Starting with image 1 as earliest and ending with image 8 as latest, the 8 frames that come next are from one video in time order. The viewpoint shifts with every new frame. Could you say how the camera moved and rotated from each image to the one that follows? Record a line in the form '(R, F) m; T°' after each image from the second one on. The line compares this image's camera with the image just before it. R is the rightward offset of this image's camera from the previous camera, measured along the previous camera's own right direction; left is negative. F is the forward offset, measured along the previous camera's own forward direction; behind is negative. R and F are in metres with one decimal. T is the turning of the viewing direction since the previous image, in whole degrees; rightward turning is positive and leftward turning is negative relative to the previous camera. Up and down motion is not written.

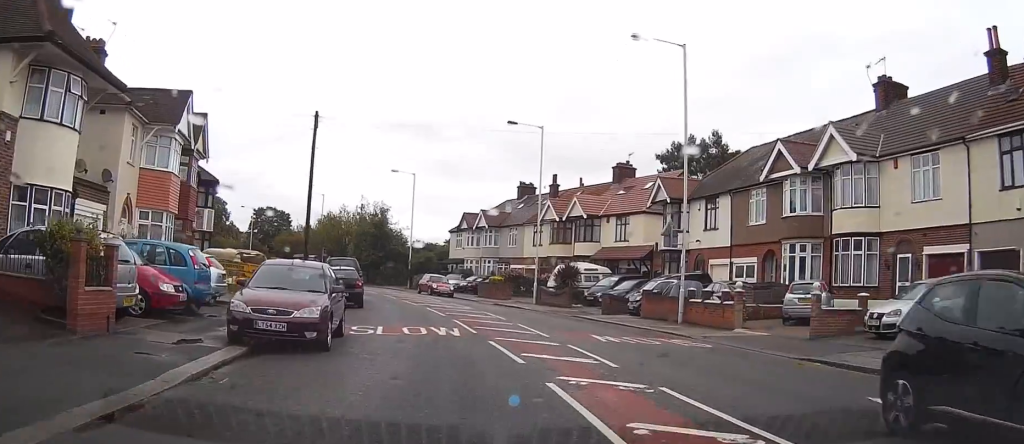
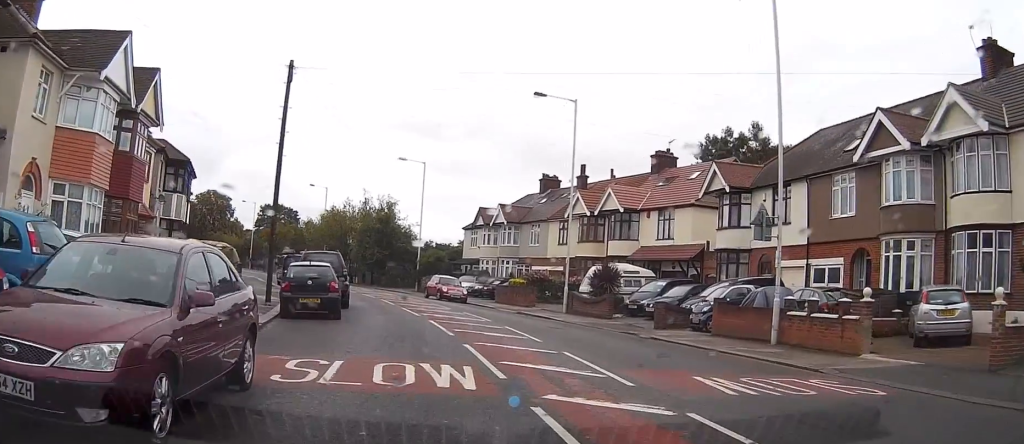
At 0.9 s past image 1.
(0.0, +8.0) m; 0°
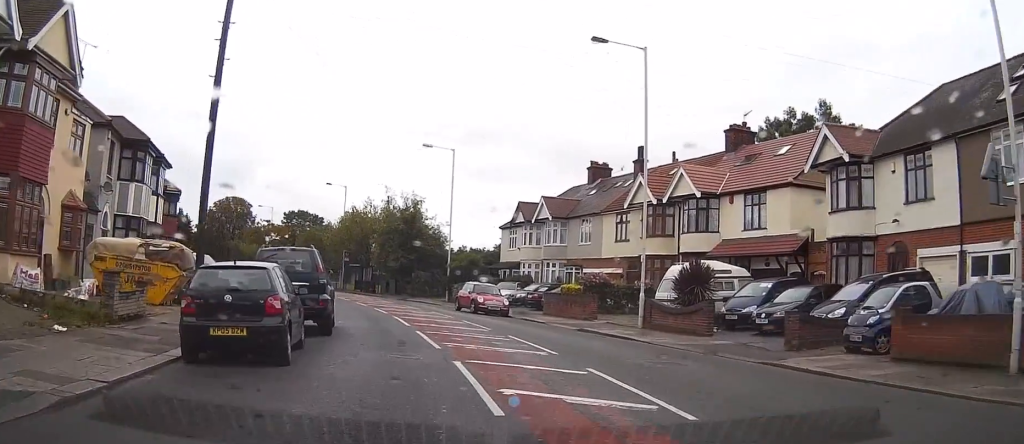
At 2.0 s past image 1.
(0.0, +9.5) m; 0°
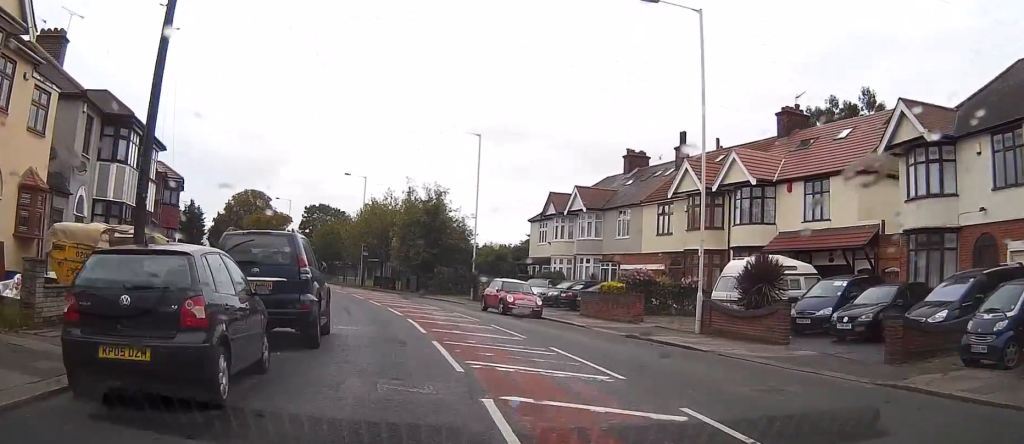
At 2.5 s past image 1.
(0.0, +4.2) m; 0°
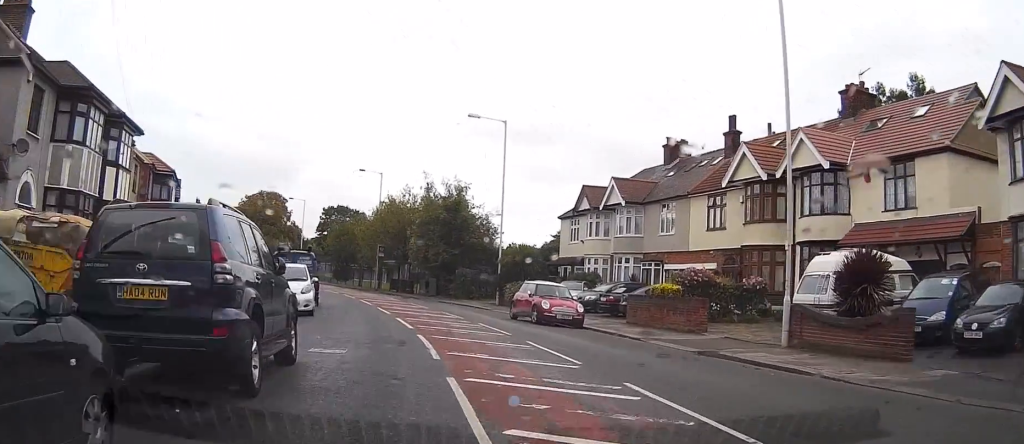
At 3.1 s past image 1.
(0.0, +5.4) m; 0°
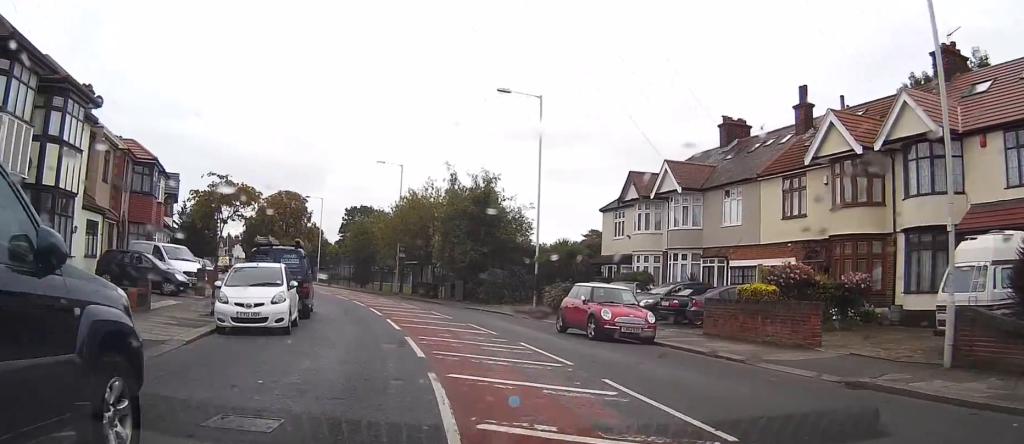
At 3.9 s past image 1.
(0.0, +4.9) m; 0°
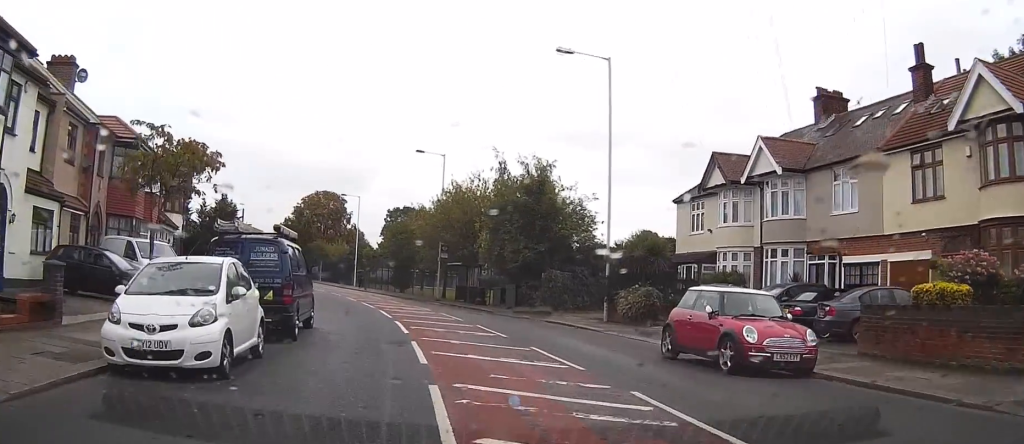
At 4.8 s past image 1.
(0.0, +5.4) m; 0°
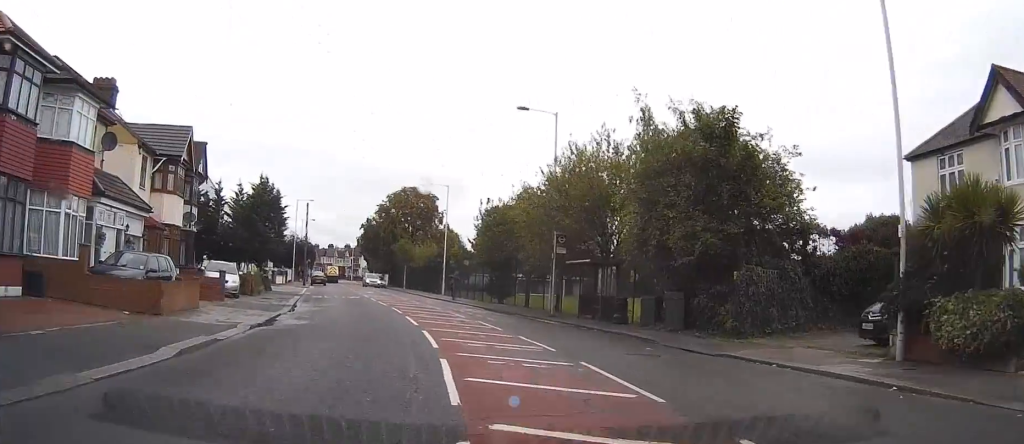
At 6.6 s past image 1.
(0.0, +15.4) m; 0°
